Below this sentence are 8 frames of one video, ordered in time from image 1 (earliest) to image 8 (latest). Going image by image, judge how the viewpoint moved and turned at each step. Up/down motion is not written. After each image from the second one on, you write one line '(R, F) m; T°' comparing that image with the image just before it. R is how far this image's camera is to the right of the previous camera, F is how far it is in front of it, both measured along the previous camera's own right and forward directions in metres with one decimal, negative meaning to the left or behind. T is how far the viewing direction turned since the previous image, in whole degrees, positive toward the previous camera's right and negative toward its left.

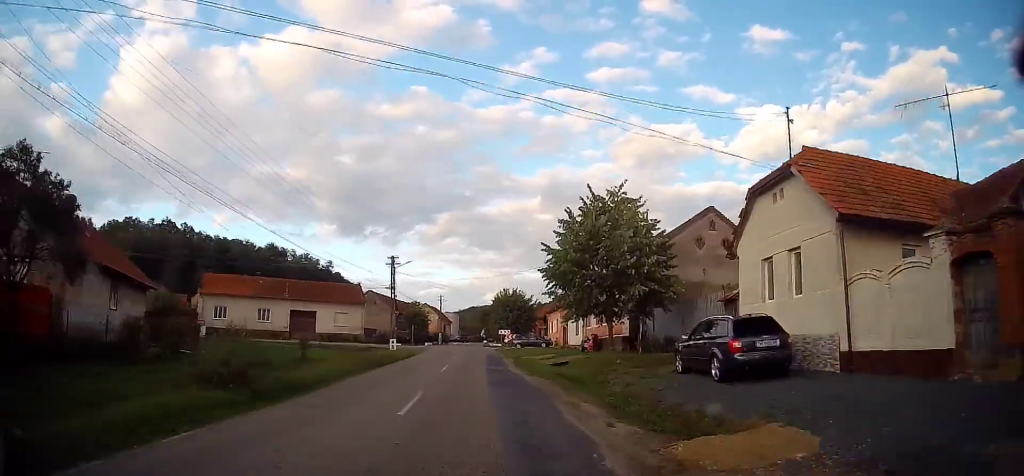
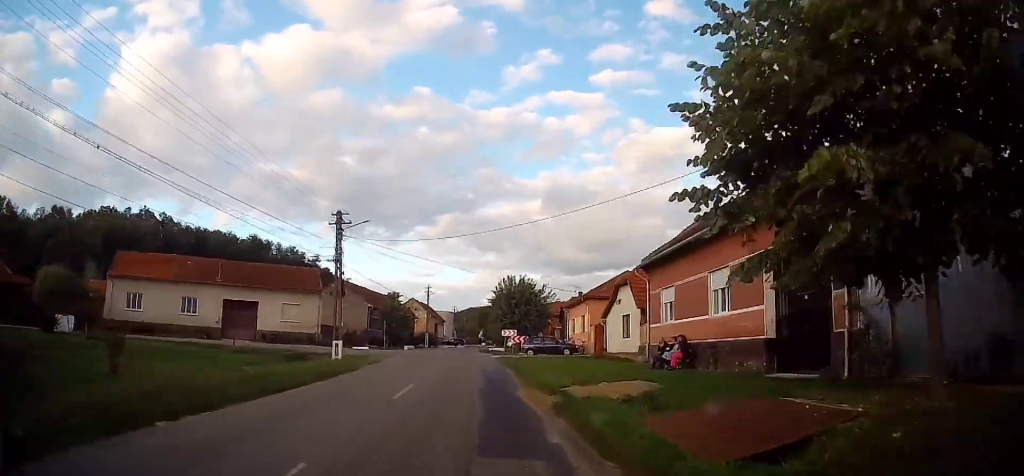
(+0.1, +16.3) m; 0°
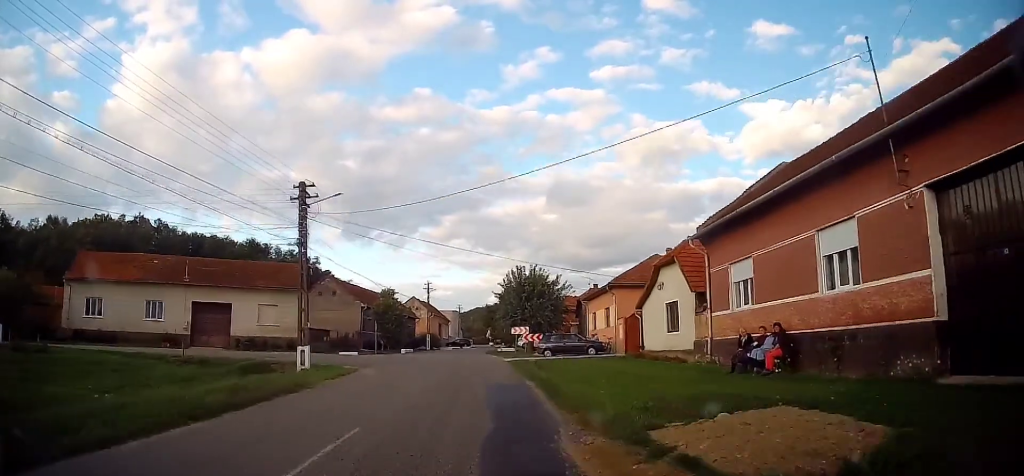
(0.0, +6.4) m; 0°
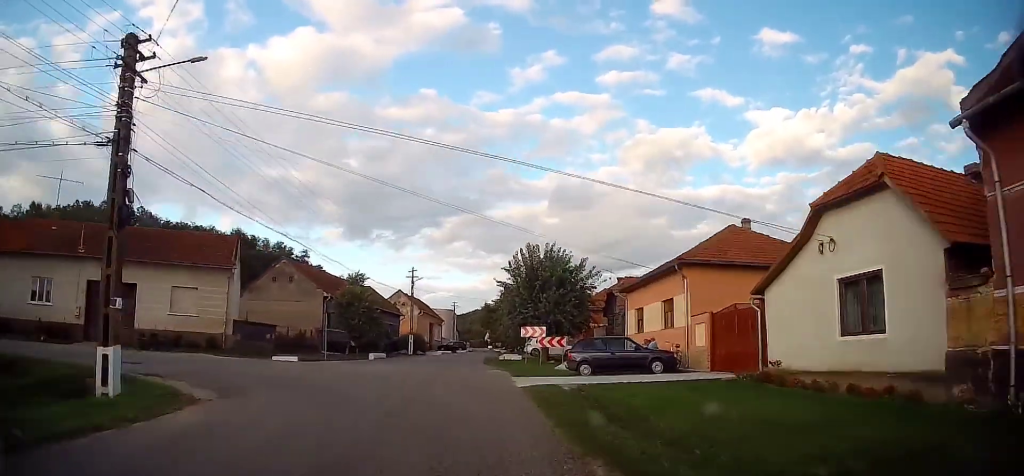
(-0.2, +12.7) m; -2°
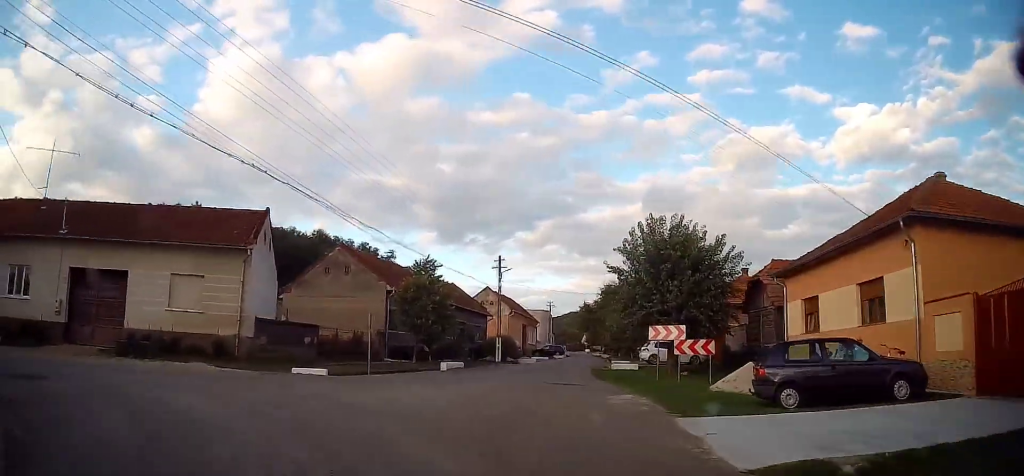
(-0.2, +9.5) m; -8°
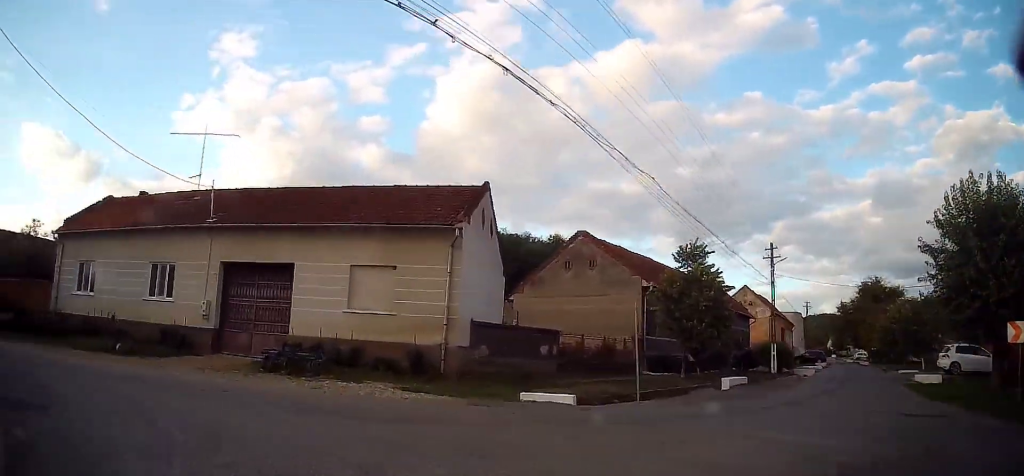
(-1.0, +7.3) m; -22°
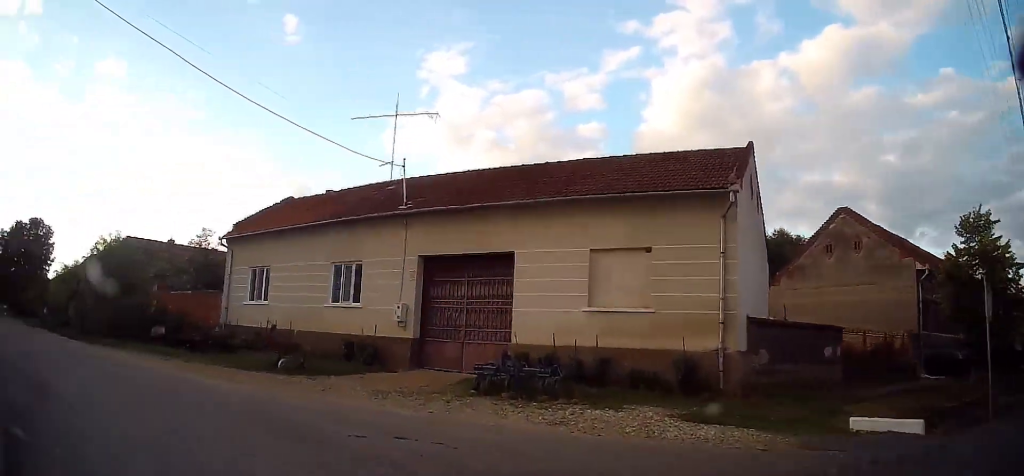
(-0.9, +4.5) m; -24°
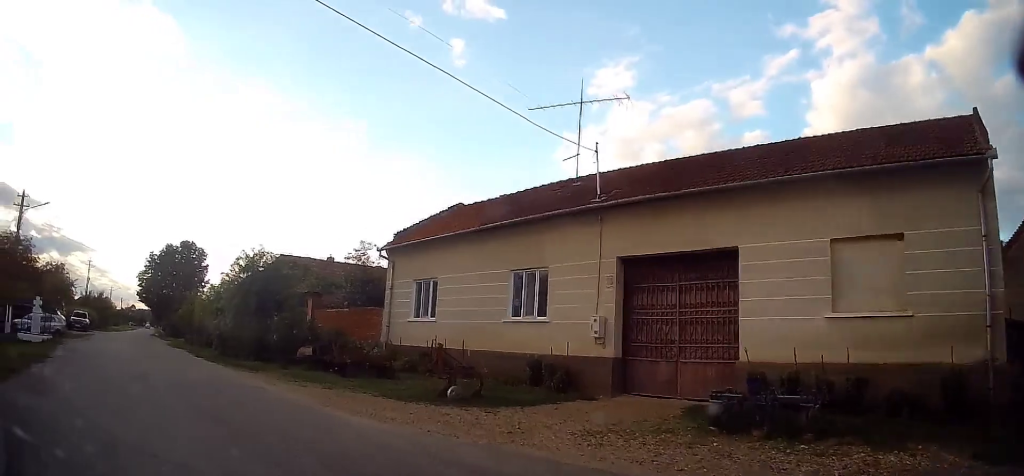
(0.0, +3.0) m; -18°
